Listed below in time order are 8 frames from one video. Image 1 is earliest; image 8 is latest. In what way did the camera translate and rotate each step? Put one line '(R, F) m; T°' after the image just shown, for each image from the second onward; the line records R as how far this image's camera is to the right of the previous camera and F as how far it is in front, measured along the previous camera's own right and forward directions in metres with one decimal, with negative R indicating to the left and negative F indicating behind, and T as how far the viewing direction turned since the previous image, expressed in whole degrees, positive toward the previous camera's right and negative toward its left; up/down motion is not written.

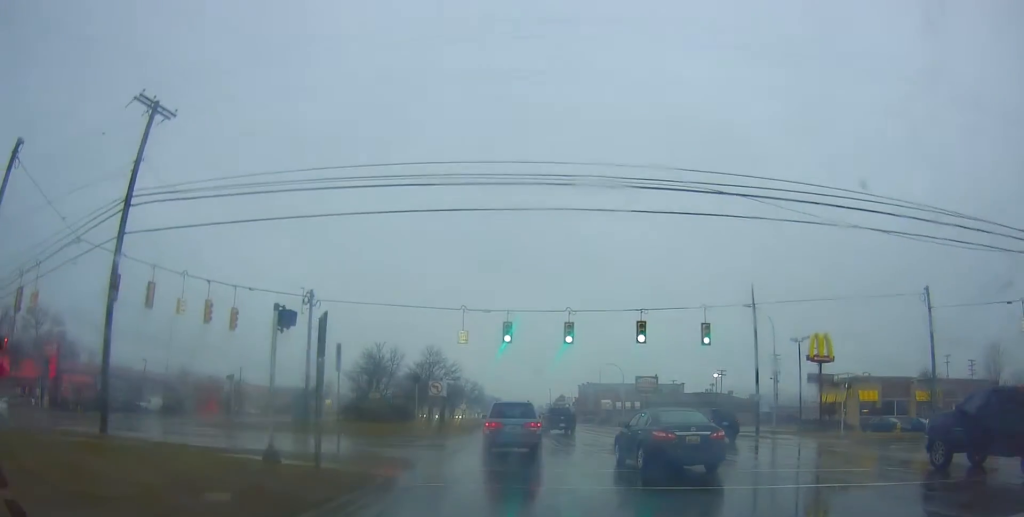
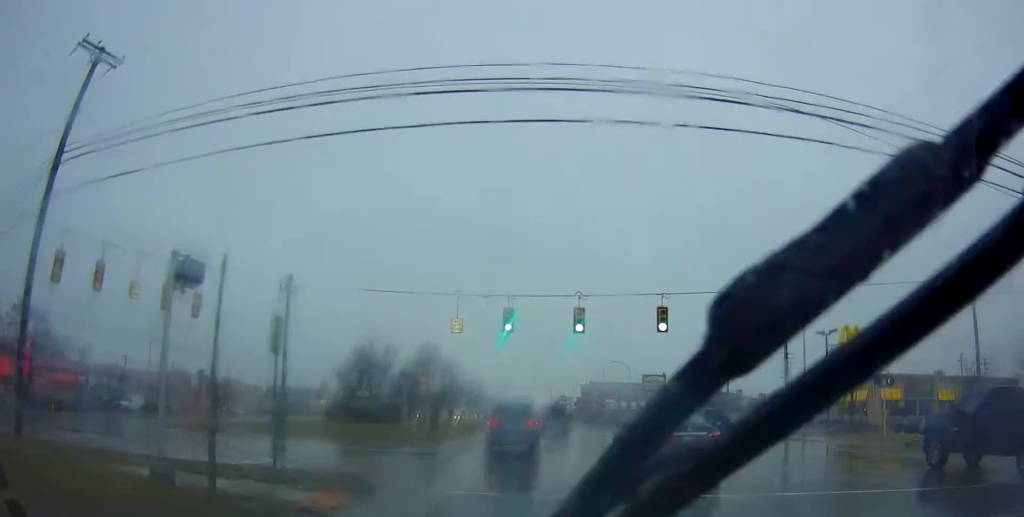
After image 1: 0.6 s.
(-0.1, +4.7) m; +2°
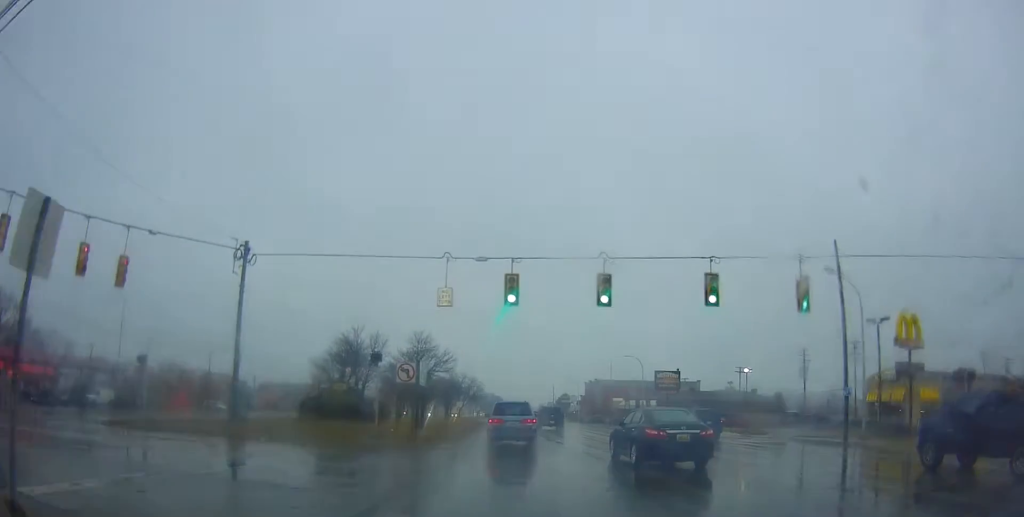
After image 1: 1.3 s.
(+0.1, +6.9) m; +1°
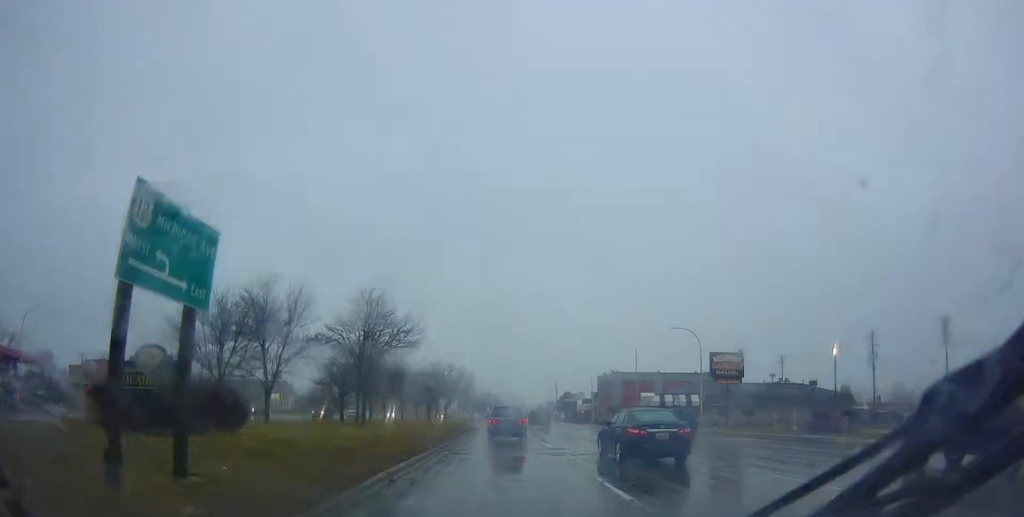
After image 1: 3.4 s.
(0.0, +23.5) m; 0°
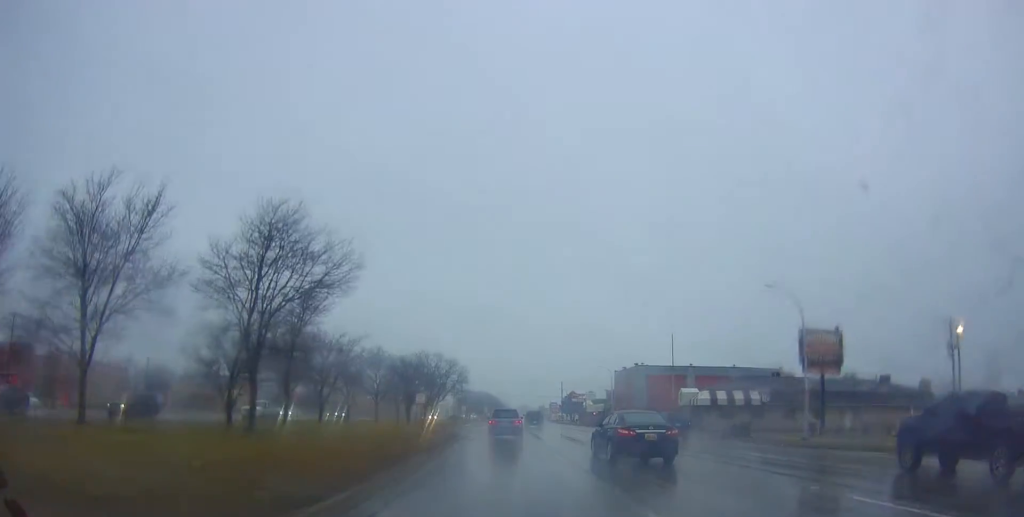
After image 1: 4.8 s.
(+0.2, +18.8) m; +1°
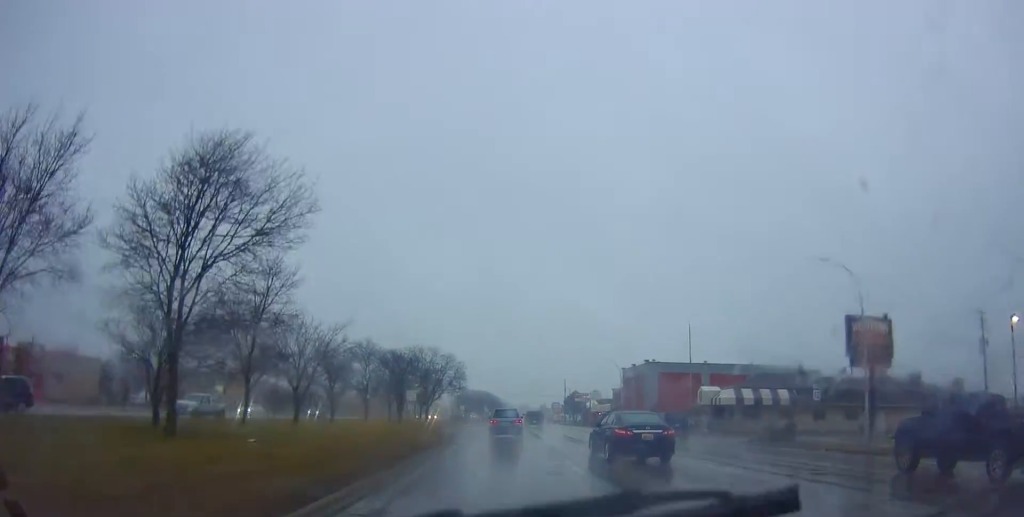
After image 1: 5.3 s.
(0.0, +6.3) m; -1°
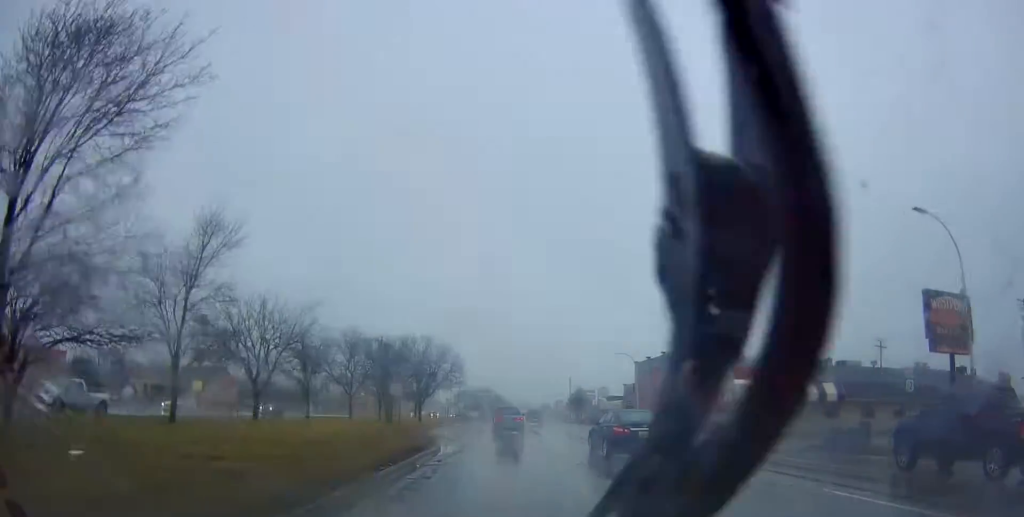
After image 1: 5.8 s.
(+0.2, +8.1) m; -1°
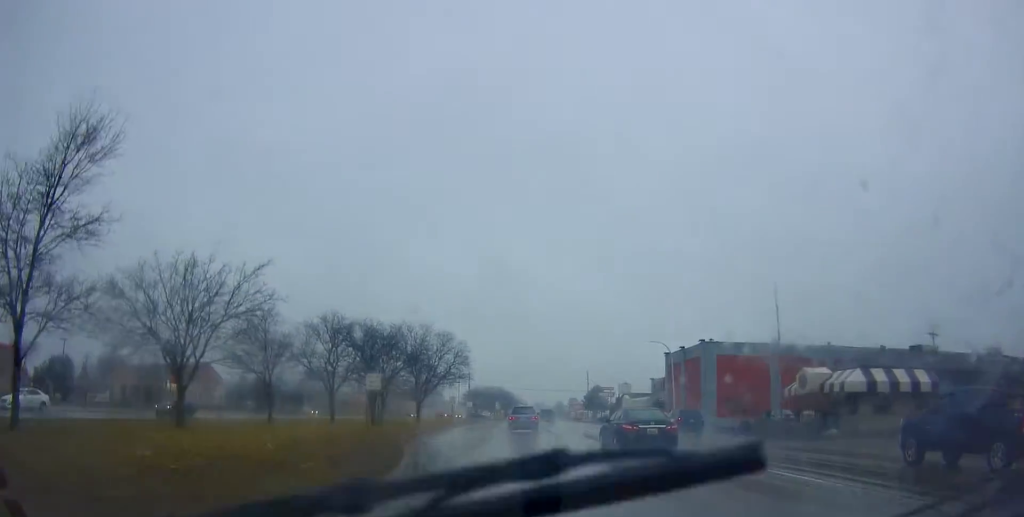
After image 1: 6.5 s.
(-0.3, +10.8) m; -2°
